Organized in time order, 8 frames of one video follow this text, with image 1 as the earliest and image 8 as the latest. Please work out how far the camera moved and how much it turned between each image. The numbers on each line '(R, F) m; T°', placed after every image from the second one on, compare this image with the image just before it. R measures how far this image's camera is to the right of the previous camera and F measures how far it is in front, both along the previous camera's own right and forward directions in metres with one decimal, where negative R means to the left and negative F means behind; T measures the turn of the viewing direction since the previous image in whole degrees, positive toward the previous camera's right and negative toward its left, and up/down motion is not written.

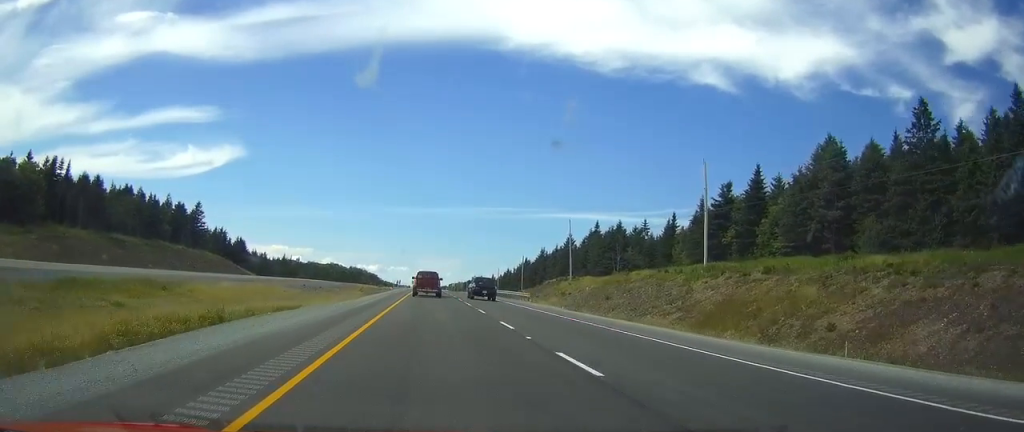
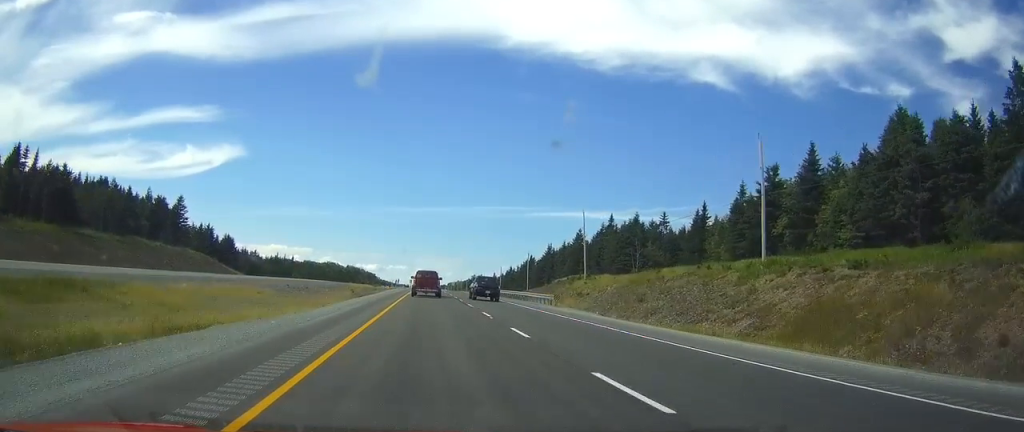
(0.0, +11.7) m; 0°
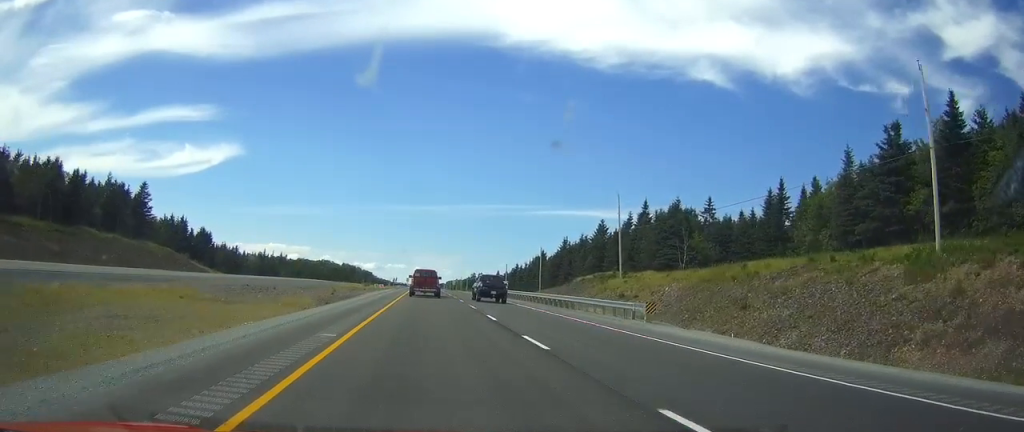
(0.0, +20.6) m; 0°
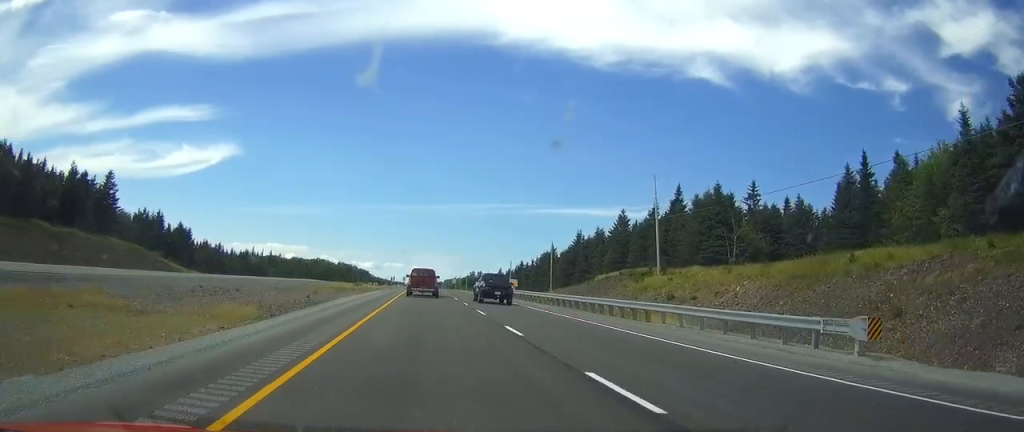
(0.0, +15.2) m; 0°
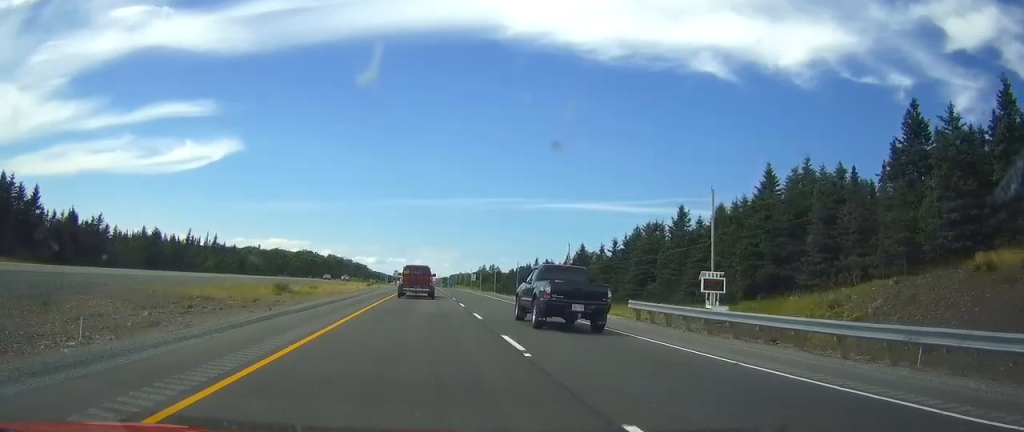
(0.0, +75.6) m; 0°
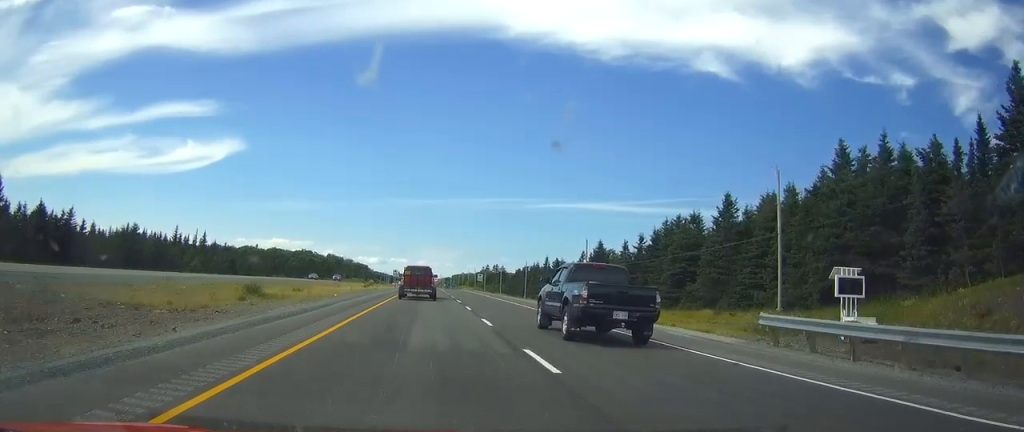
(0.0, +11.7) m; 0°
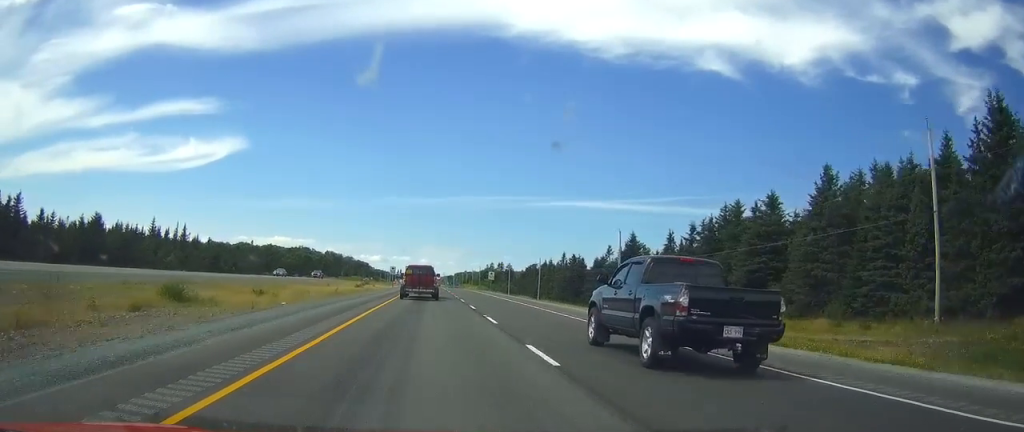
(0.0, +17.5) m; 0°
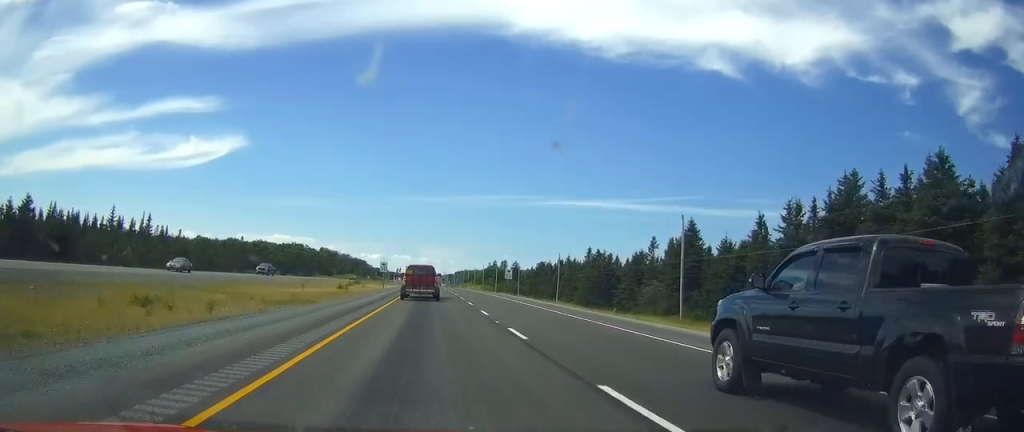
(0.0, +22.8) m; 0°
